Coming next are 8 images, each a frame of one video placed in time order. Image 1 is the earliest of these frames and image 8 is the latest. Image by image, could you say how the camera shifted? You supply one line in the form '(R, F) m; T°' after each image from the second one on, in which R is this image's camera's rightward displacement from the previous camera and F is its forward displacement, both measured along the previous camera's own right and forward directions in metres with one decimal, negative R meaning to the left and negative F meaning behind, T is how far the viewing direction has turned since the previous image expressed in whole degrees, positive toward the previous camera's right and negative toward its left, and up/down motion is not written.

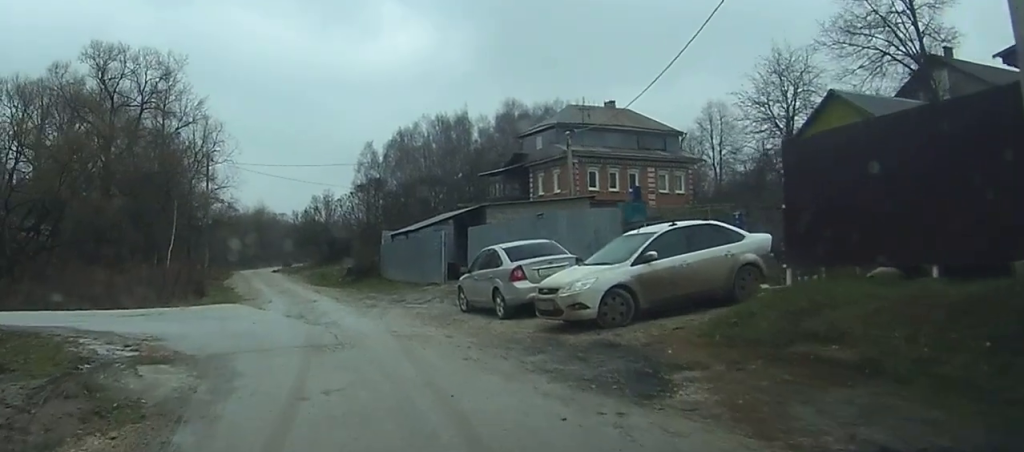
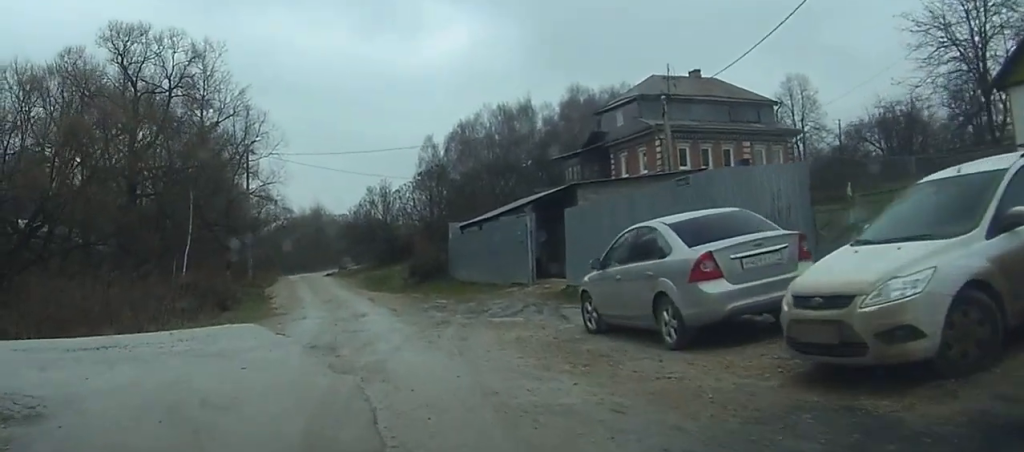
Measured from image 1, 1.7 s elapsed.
(-0.4, +7.2) m; -7°
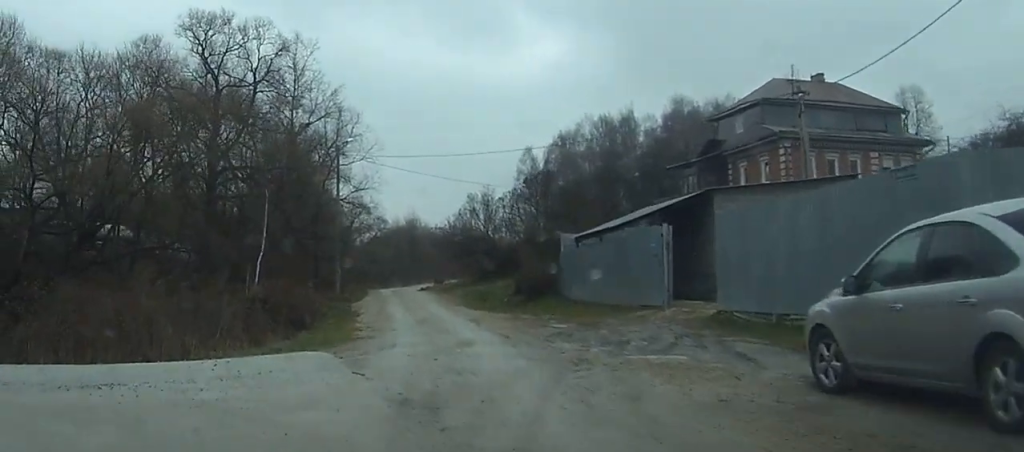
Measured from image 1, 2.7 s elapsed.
(-0.2, +5.2) m; -5°
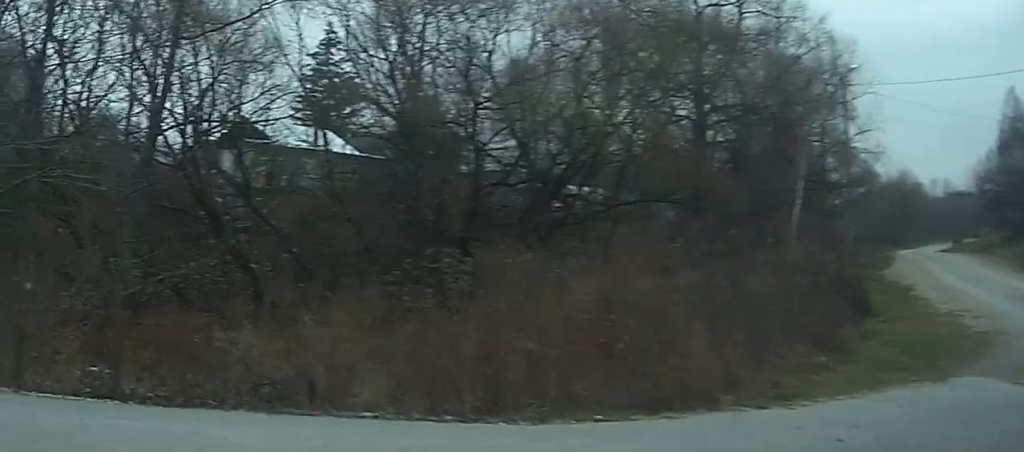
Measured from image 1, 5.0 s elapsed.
(-1.5, +11.8) m; -18°
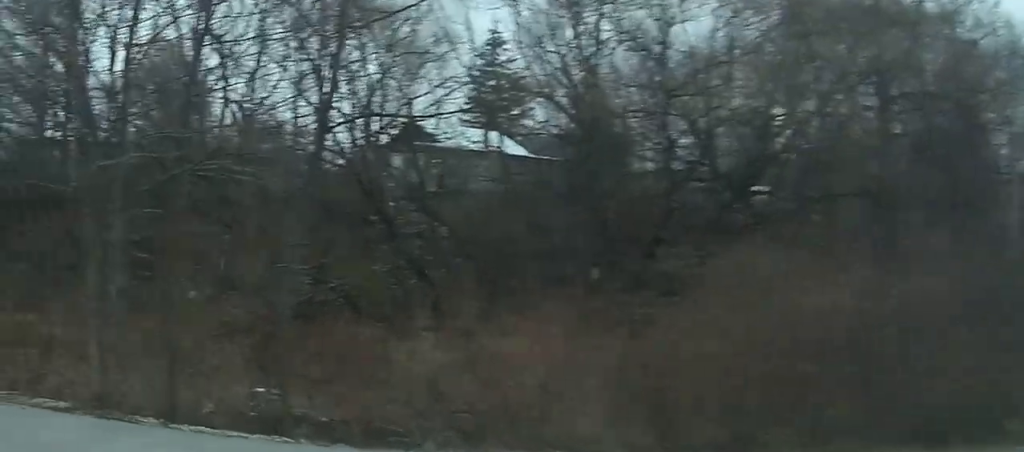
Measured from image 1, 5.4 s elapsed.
(+0.8, +1.5) m; -30°
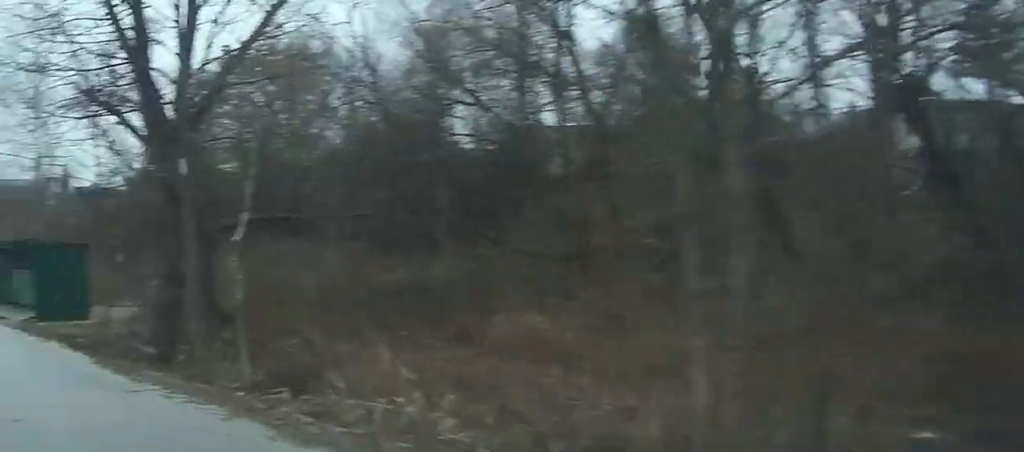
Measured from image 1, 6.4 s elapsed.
(-2.0, +1.7) m; -43°
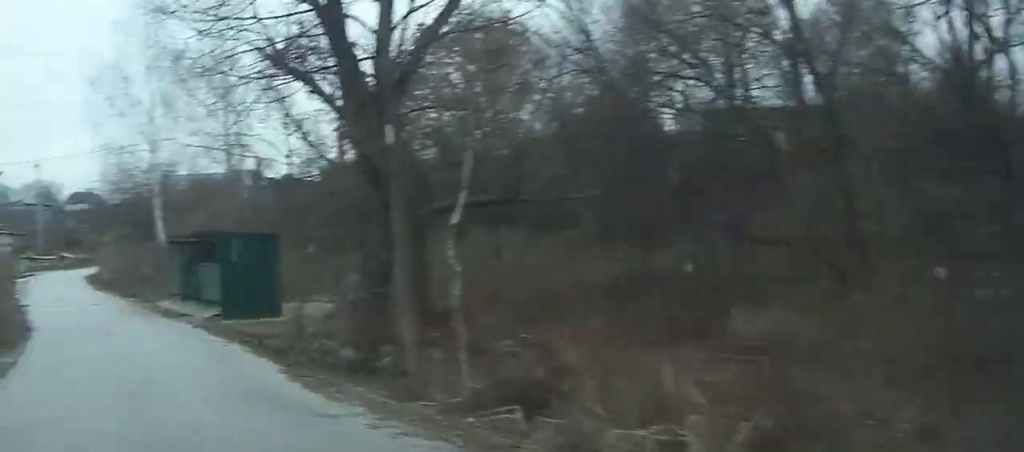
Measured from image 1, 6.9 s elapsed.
(-0.7, +1.9) m; -9°
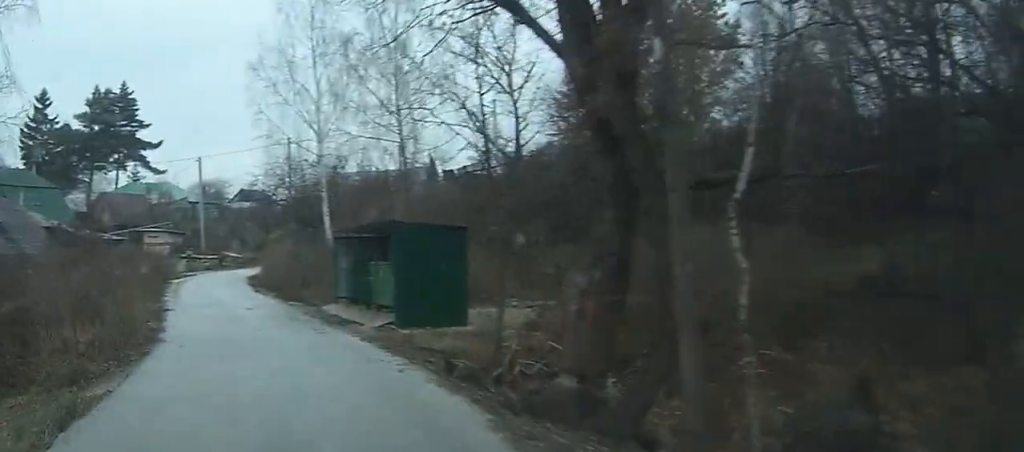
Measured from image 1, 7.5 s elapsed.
(+0.8, +3.2) m; +10°
